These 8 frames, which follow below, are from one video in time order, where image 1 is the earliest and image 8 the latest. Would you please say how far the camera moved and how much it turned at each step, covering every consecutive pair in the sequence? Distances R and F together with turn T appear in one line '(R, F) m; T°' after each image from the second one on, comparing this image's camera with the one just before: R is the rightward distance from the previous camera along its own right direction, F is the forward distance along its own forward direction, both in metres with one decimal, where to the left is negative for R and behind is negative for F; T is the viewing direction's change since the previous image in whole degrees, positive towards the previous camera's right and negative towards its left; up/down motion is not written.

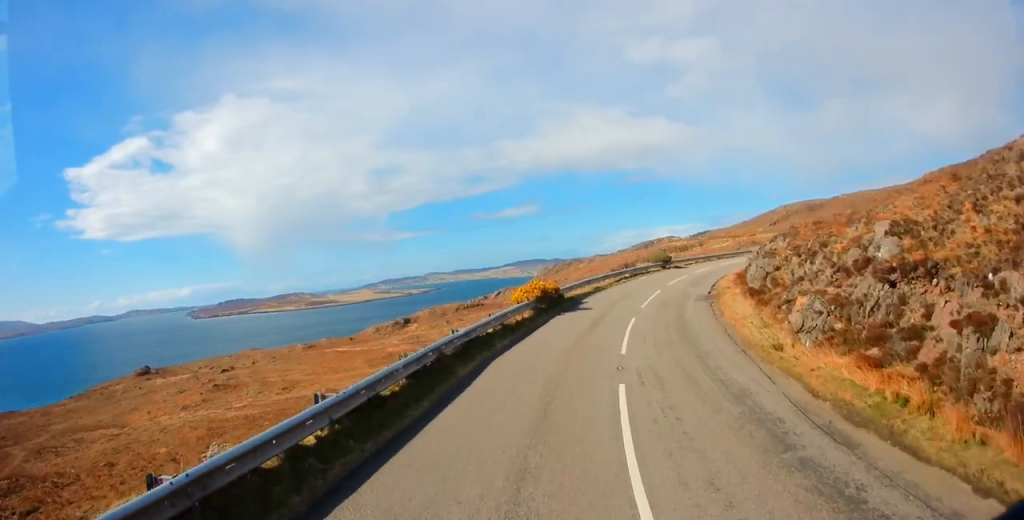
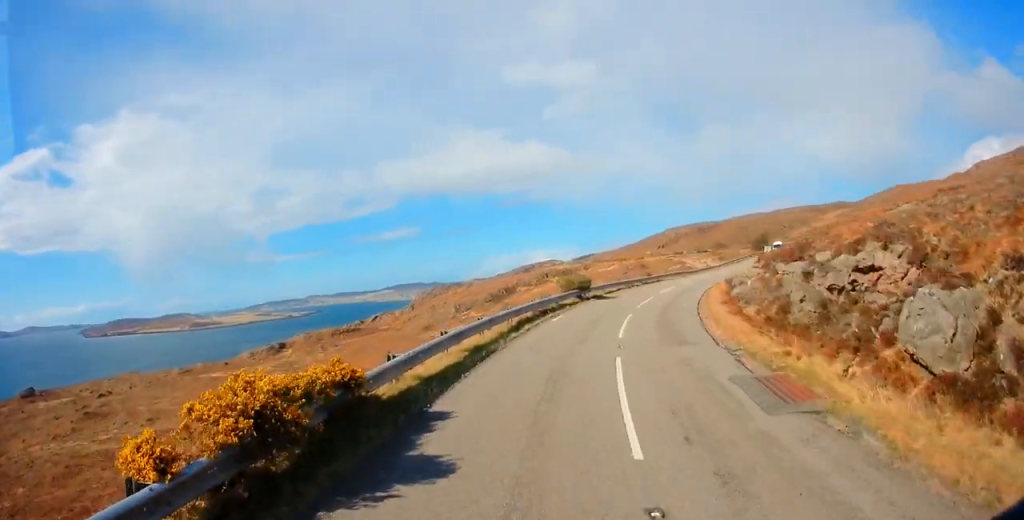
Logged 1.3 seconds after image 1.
(+1.7, +14.6) m; +11°
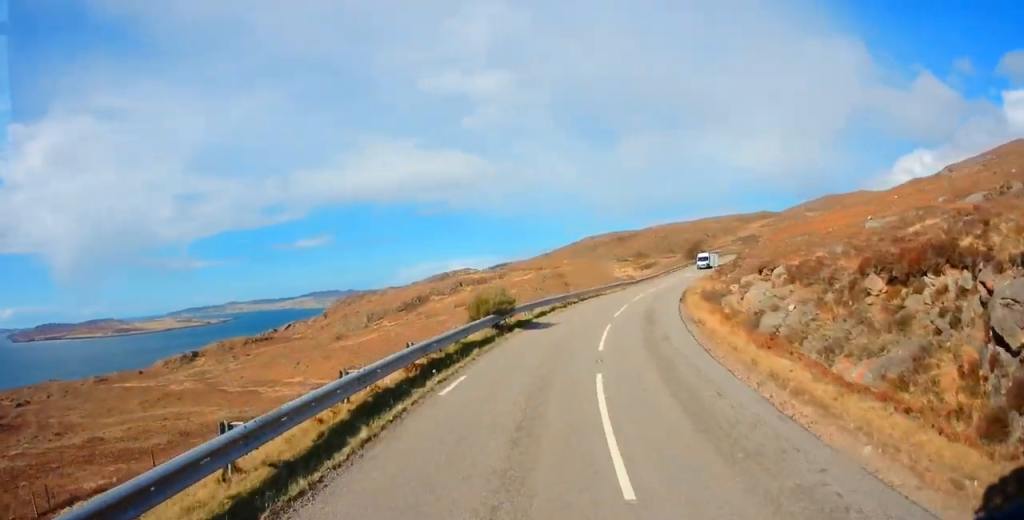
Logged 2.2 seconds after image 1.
(+0.6, +10.6) m; +7°
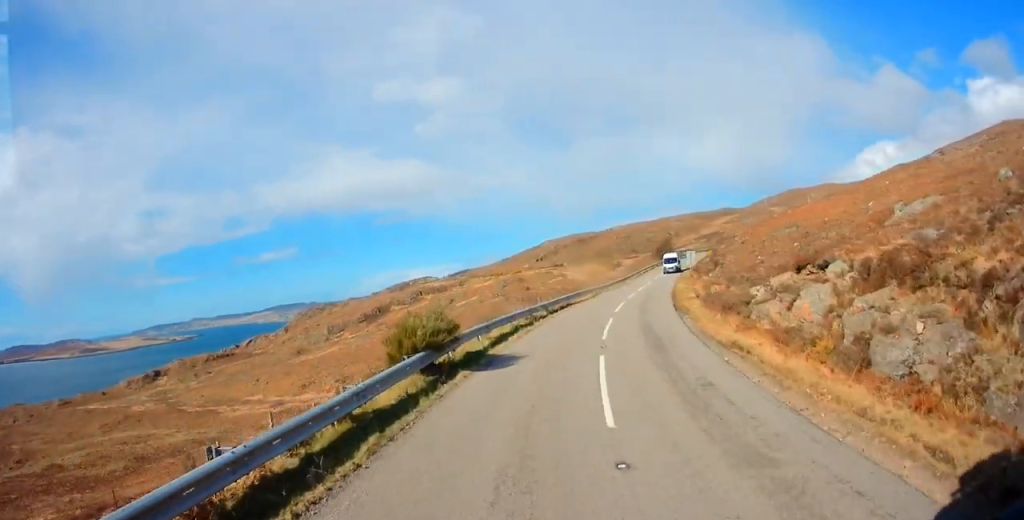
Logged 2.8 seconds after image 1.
(+0.2, +6.6) m; +5°
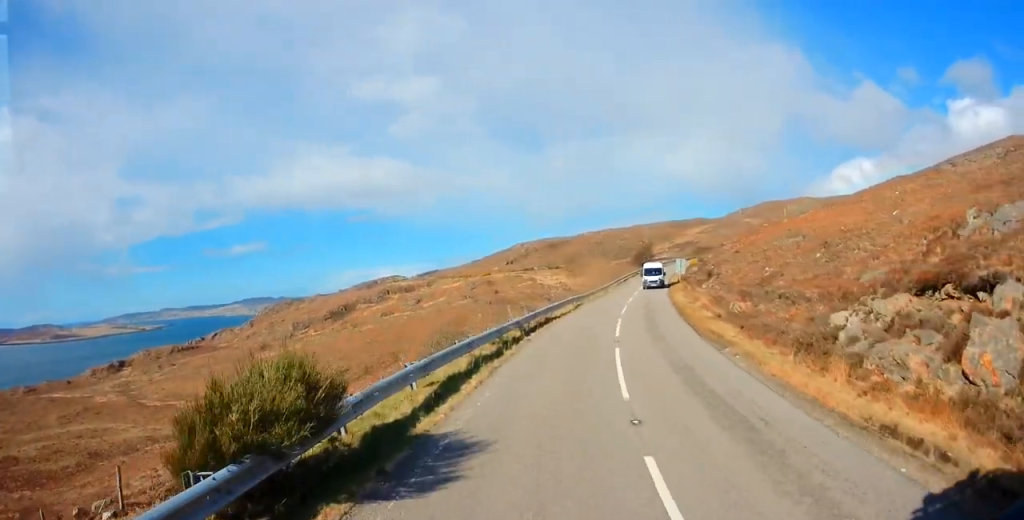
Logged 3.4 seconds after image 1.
(+0.4, +7.0) m; +5°
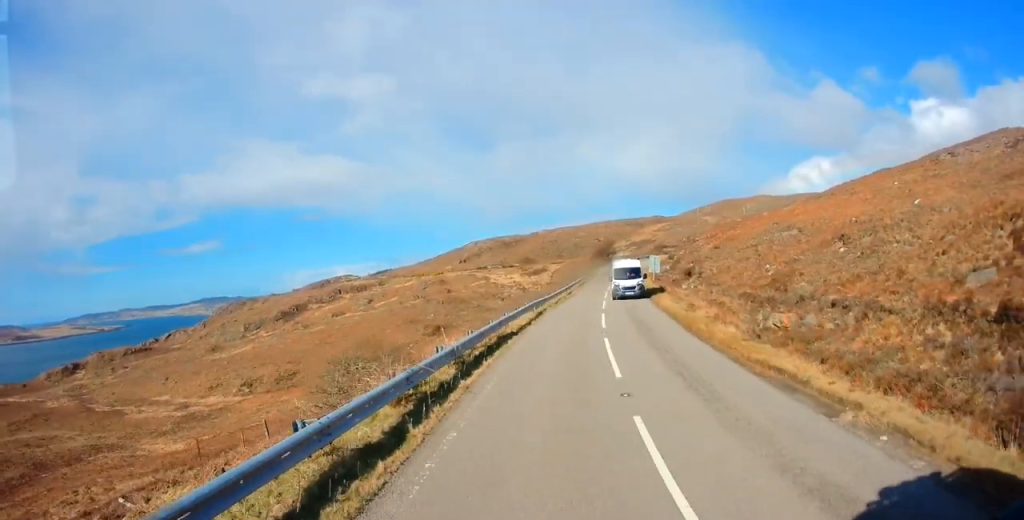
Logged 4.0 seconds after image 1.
(+0.3, +7.5) m; +5°
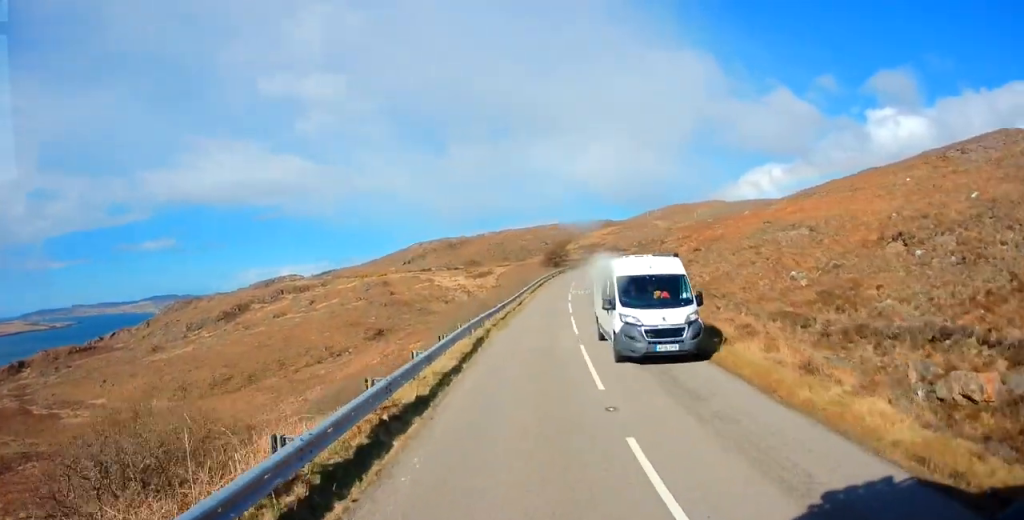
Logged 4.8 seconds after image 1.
(+0.4, +9.6) m; +4°
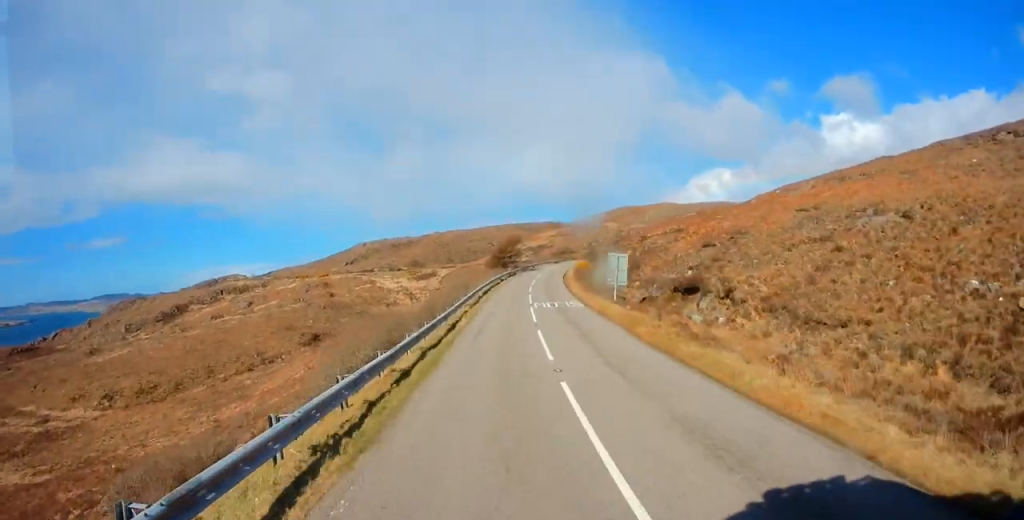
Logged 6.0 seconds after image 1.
(+0.7, +13.9) m; +7°
